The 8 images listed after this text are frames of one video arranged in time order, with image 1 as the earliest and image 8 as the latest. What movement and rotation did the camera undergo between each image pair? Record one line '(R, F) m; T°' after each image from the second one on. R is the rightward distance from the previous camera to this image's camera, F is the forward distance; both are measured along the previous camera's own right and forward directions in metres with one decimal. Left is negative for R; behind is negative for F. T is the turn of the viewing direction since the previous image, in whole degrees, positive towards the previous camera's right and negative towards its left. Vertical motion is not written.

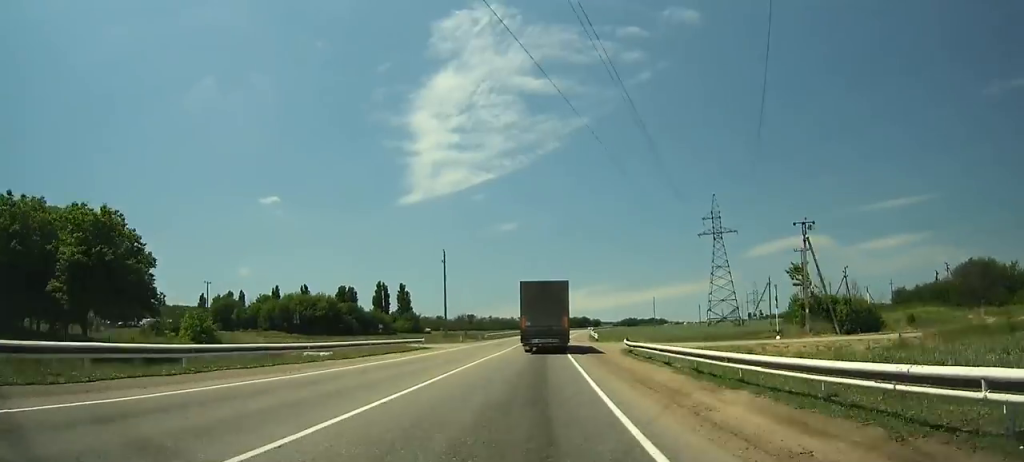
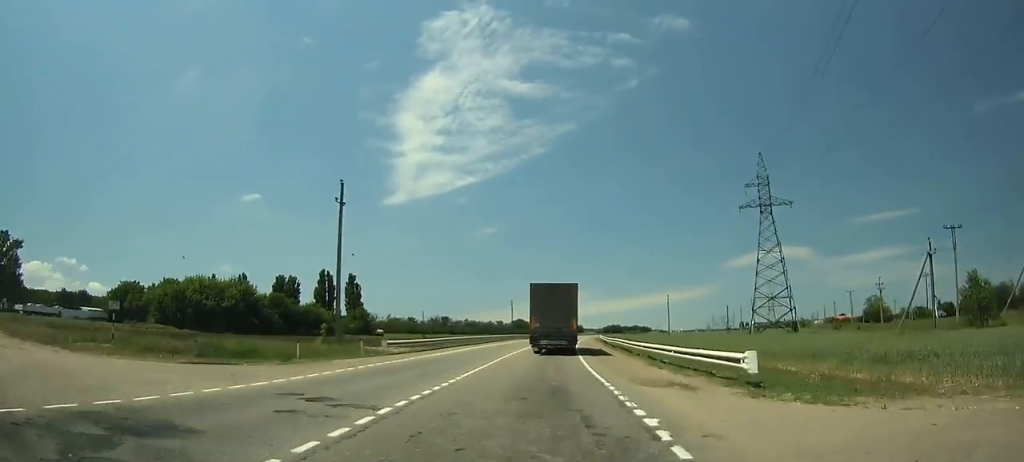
(+0.9, +44.0) m; +2°
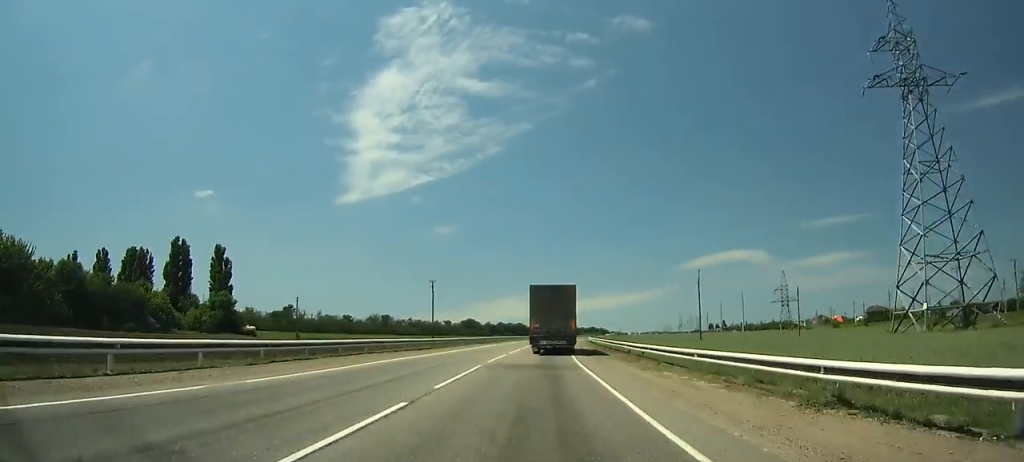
(+1.9, +60.4) m; +4°
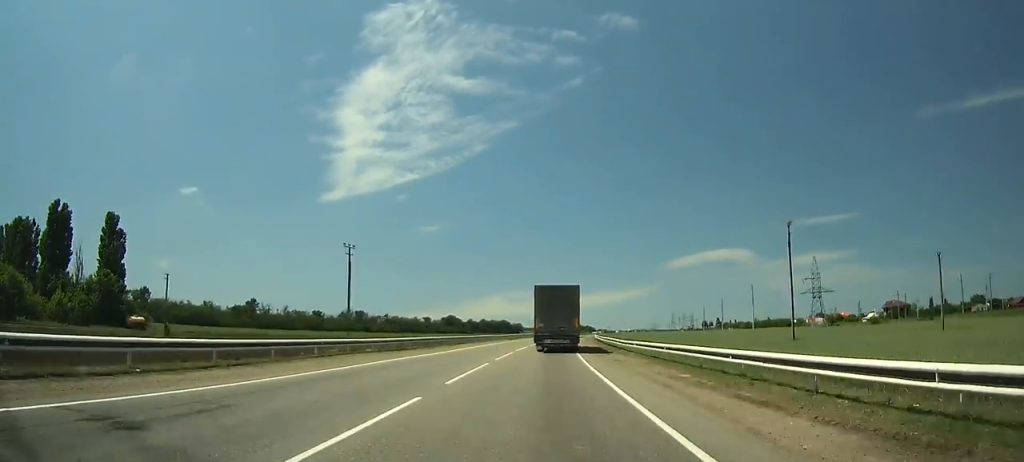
(+0.7, +35.1) m; +2°
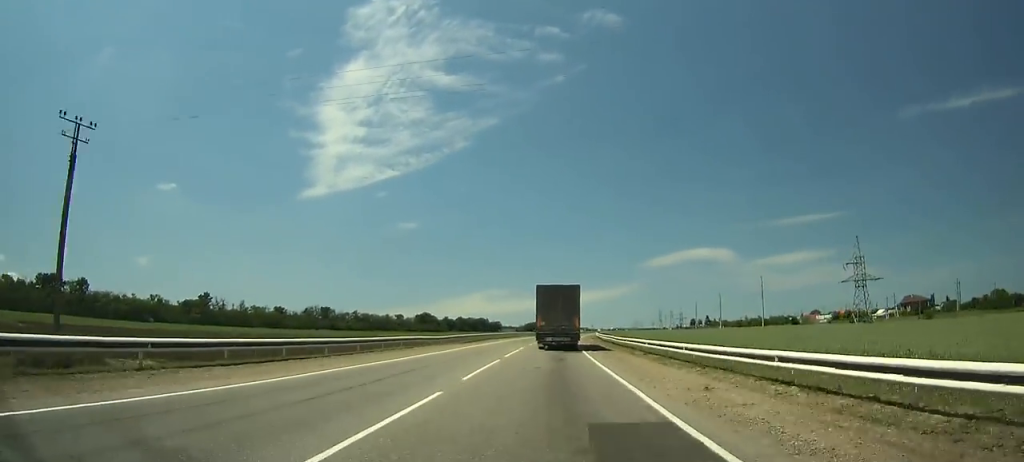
(+0.3, +35.4) m; +2°
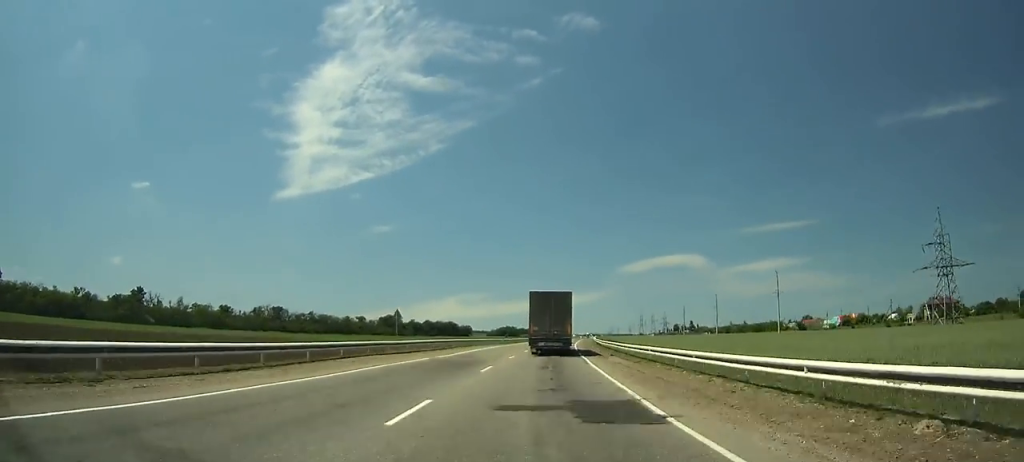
(+1.1, +41.5) m; +2°
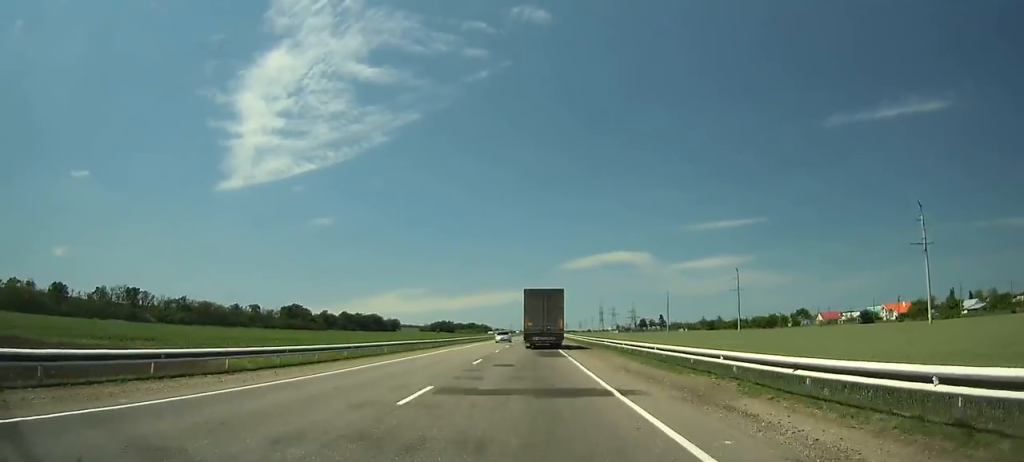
(+4.8, +106.0) m; +4°
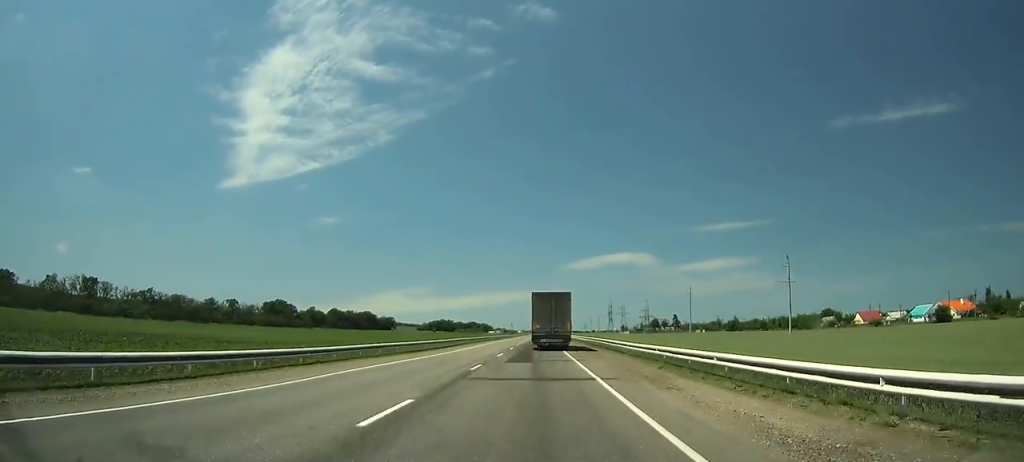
(+0.2, +38.5) m; +1°
